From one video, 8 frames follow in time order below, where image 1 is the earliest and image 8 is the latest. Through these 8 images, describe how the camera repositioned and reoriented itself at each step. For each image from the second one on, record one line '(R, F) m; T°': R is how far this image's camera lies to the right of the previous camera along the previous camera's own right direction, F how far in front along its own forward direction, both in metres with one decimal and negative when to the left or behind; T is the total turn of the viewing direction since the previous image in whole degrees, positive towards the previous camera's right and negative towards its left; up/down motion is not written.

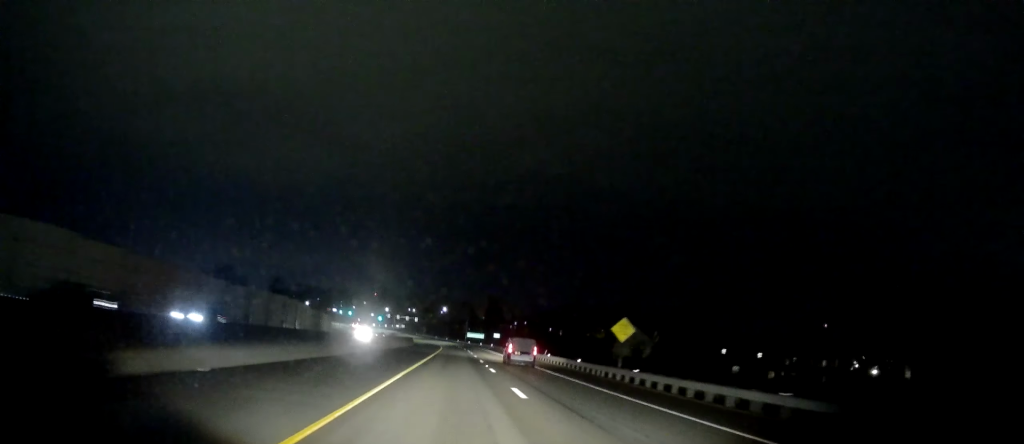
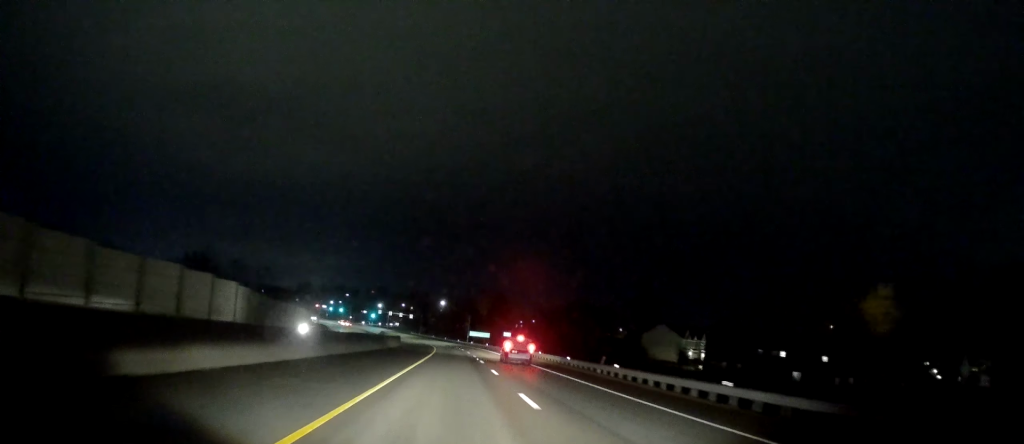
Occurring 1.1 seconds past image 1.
(-0.2, +26.6) m; 0°
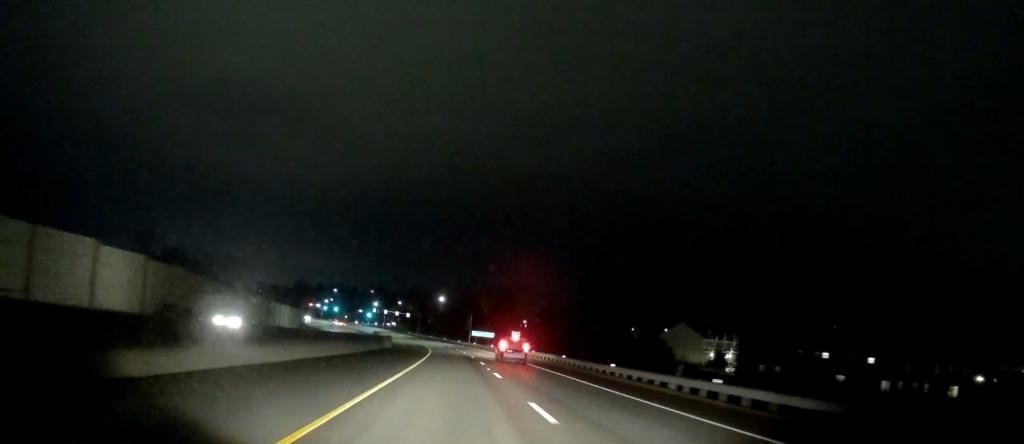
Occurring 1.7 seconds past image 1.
(0.0, +14.5) m; 0°
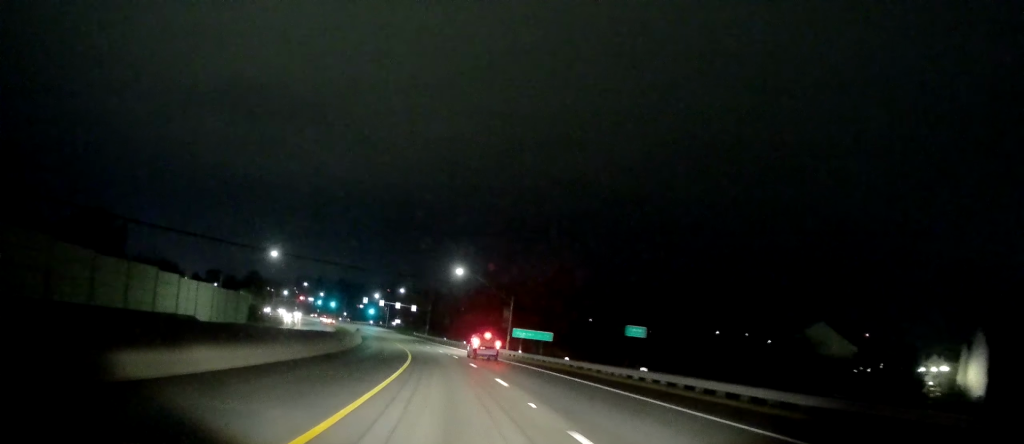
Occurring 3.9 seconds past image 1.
(-0.7, +53.3) m; -1°
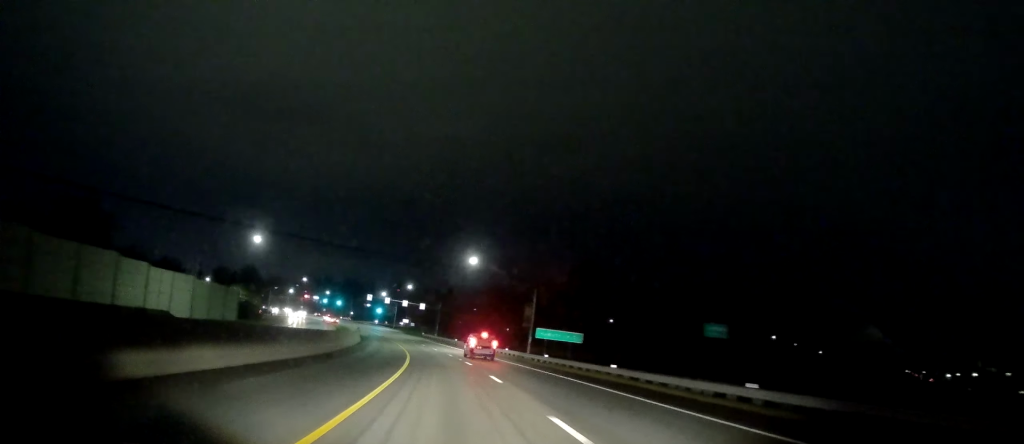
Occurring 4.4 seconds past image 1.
(+0.1, +10.3) m; 0°
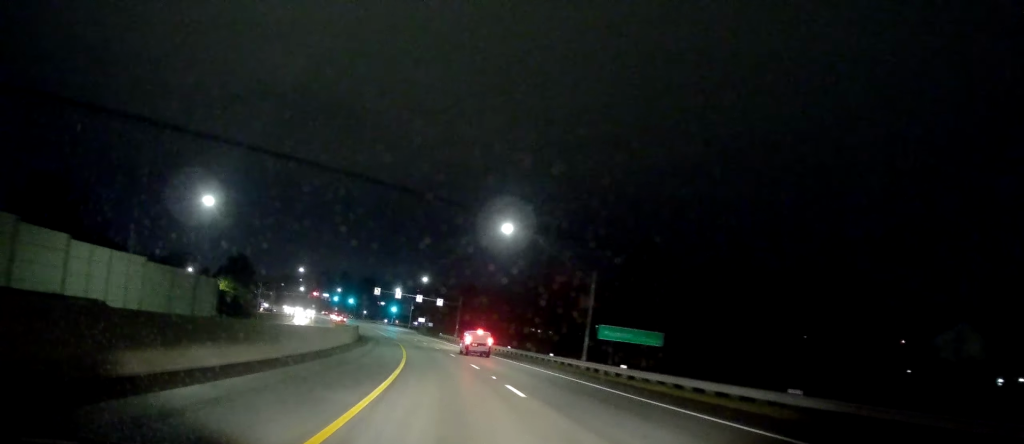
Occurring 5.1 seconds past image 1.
(-0.1, +17.5) m; 0°
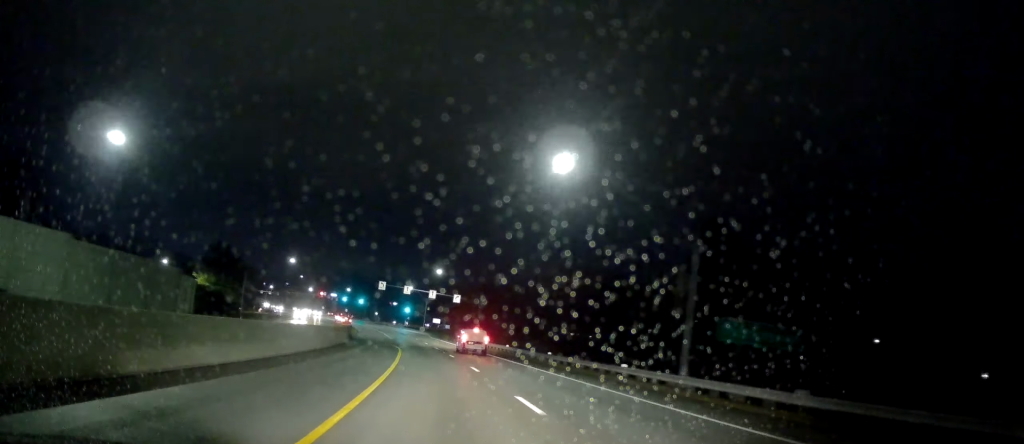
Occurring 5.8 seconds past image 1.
(-0.1, +15.9) m; -1°
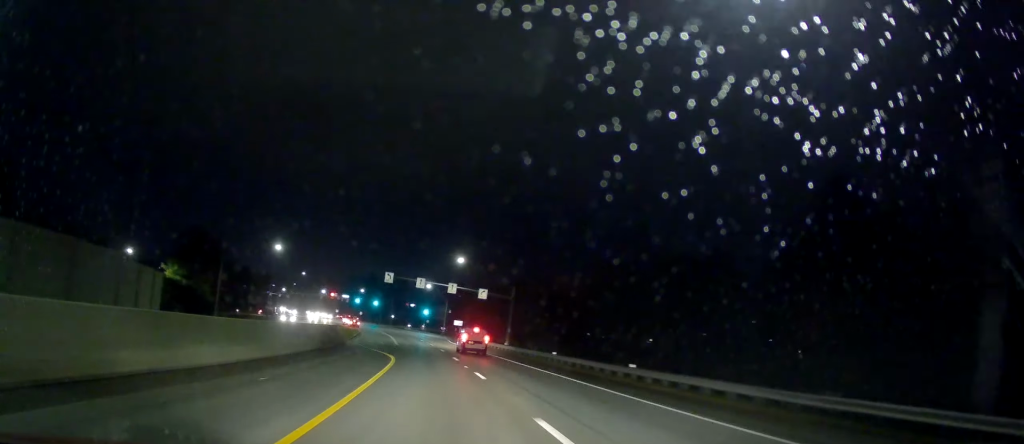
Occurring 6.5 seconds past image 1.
(+0.2, +16.6) m; -2°
